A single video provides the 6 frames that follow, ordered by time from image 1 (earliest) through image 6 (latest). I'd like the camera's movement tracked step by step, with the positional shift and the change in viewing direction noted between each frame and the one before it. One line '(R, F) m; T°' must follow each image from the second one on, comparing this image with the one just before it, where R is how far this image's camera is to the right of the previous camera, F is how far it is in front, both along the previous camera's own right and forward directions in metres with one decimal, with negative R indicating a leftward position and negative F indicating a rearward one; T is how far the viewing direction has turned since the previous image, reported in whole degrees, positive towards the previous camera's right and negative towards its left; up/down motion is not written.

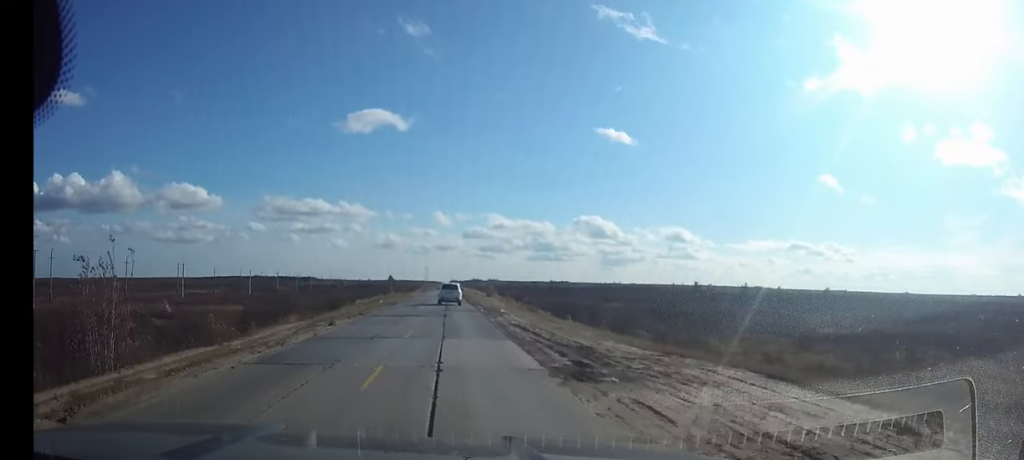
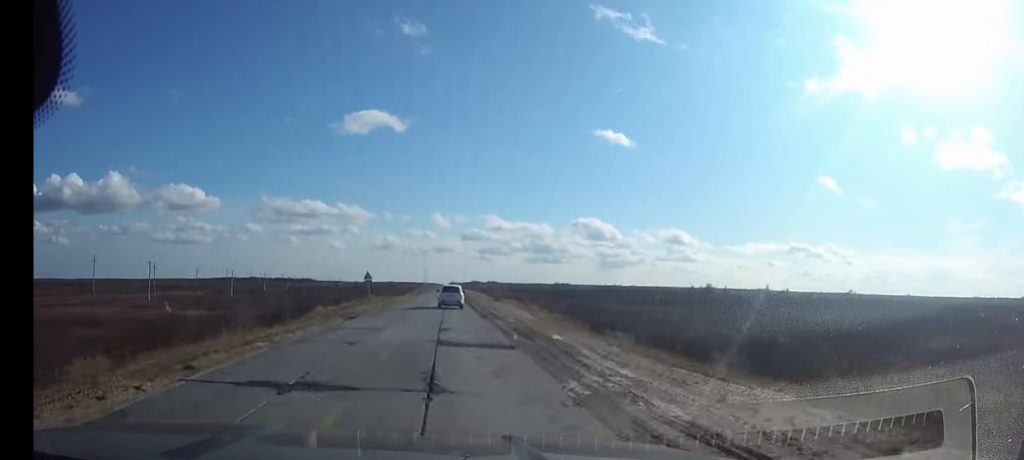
(0.0, +21.3) m; 0°
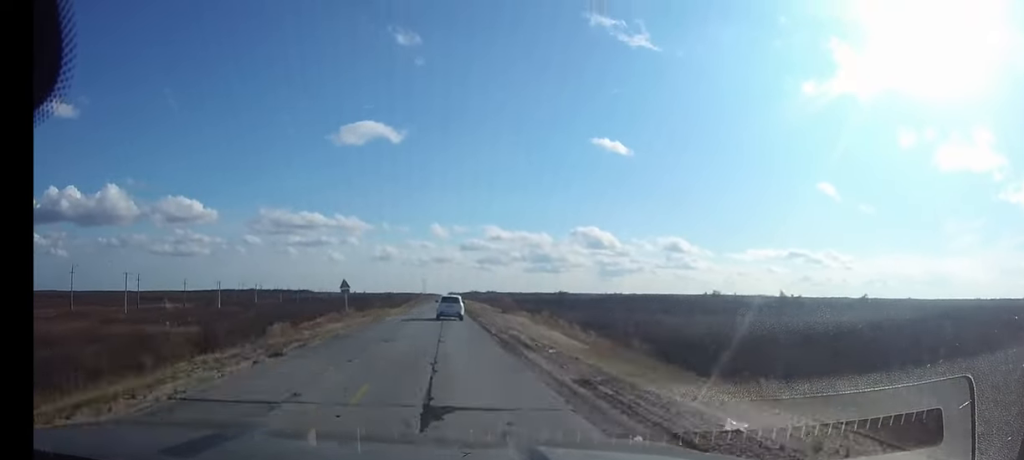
(0.0, +11.7) m; 0°
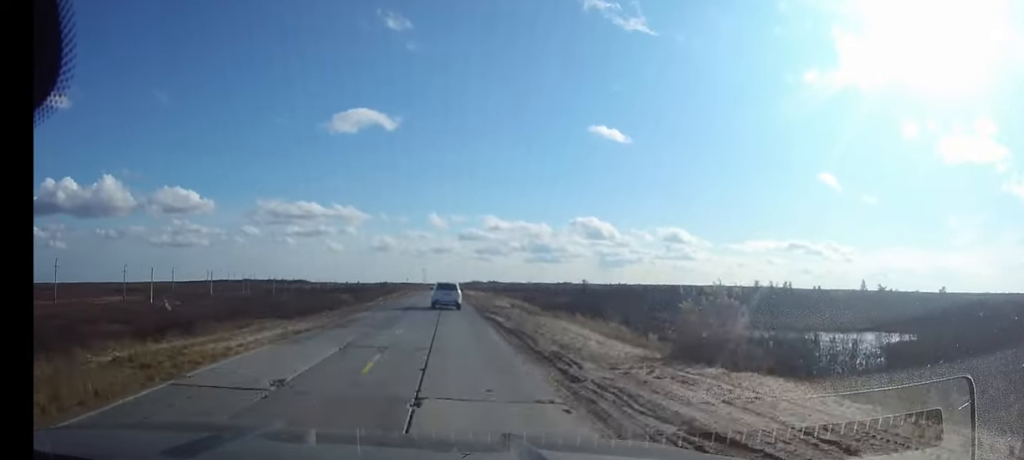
(+0.1, +53.8) m; 0°
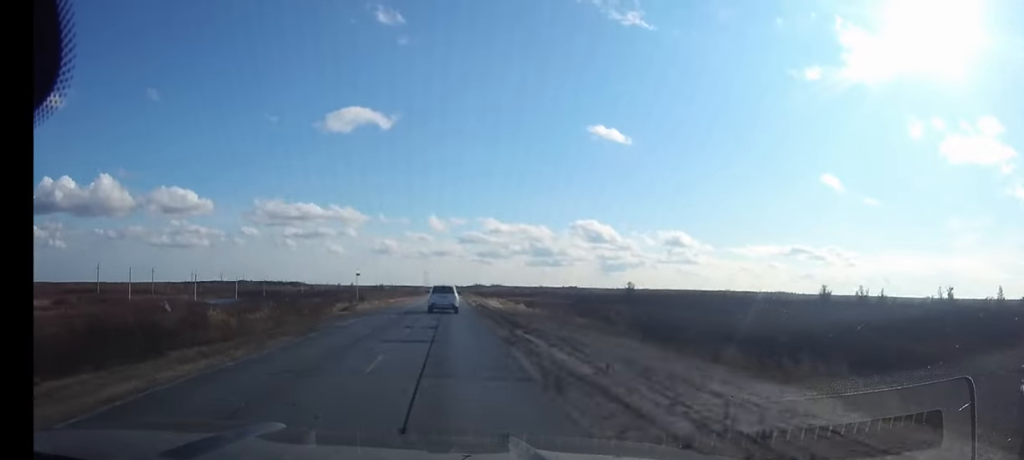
(0.0, +62.7) m; 0°
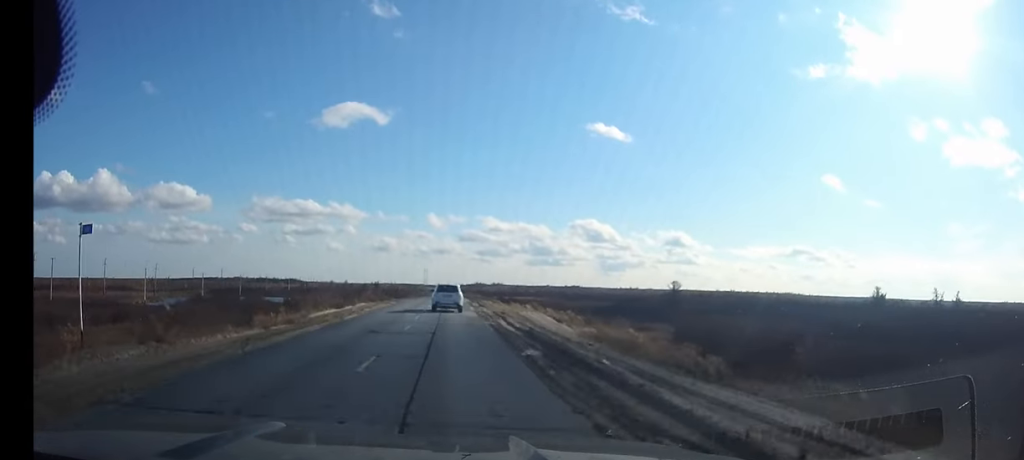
(-0.1, +40.2) m; 0°
